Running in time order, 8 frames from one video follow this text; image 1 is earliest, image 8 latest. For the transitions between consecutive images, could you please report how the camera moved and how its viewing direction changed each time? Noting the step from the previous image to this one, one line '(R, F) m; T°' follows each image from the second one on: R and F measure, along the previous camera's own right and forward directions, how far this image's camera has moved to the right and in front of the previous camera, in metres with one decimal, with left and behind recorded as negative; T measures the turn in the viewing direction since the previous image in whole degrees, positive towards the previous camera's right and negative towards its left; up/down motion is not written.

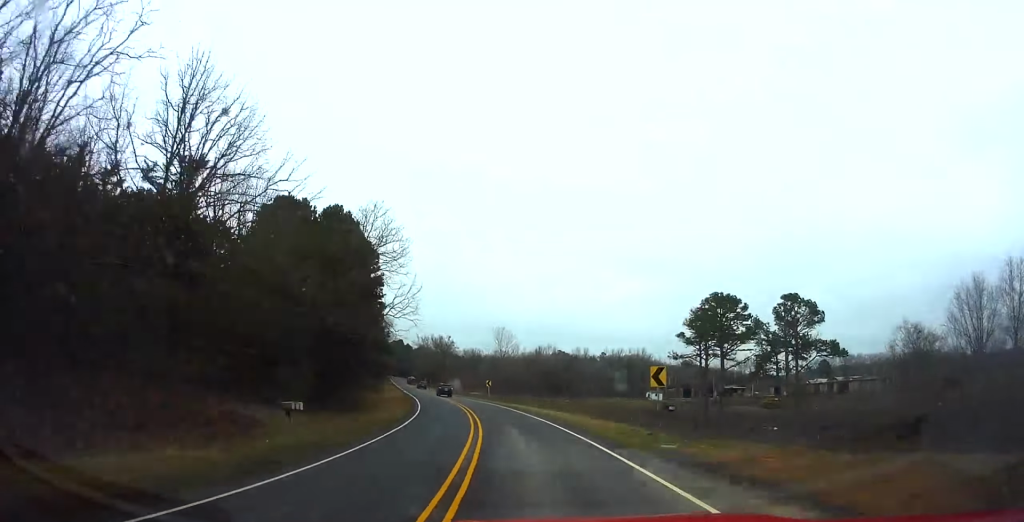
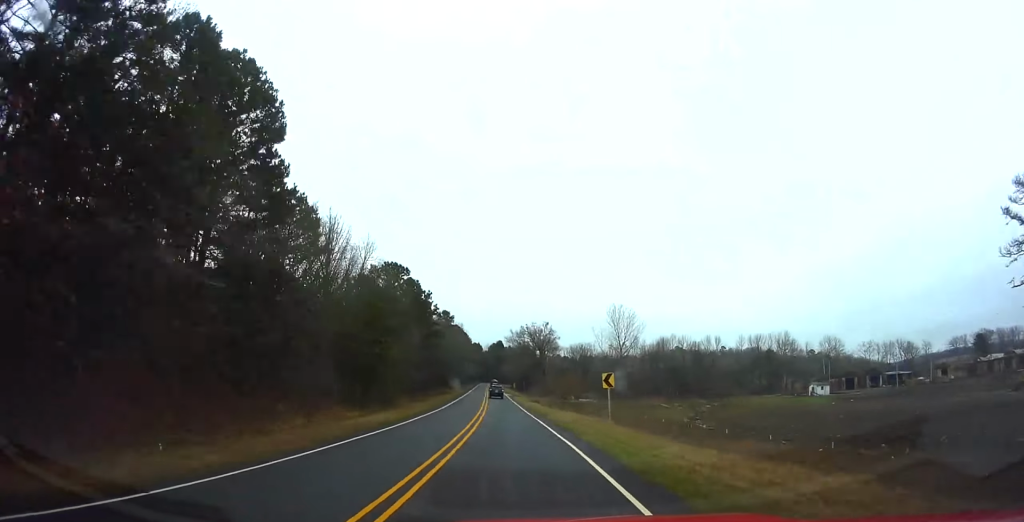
(-1.6, +49.0) m; -8°
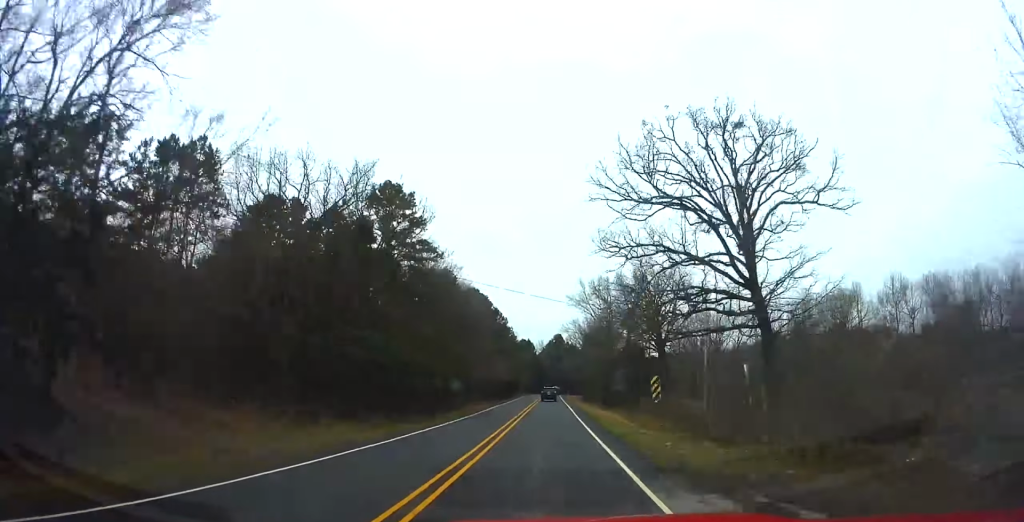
(-13.2, +96.7) m; -9°
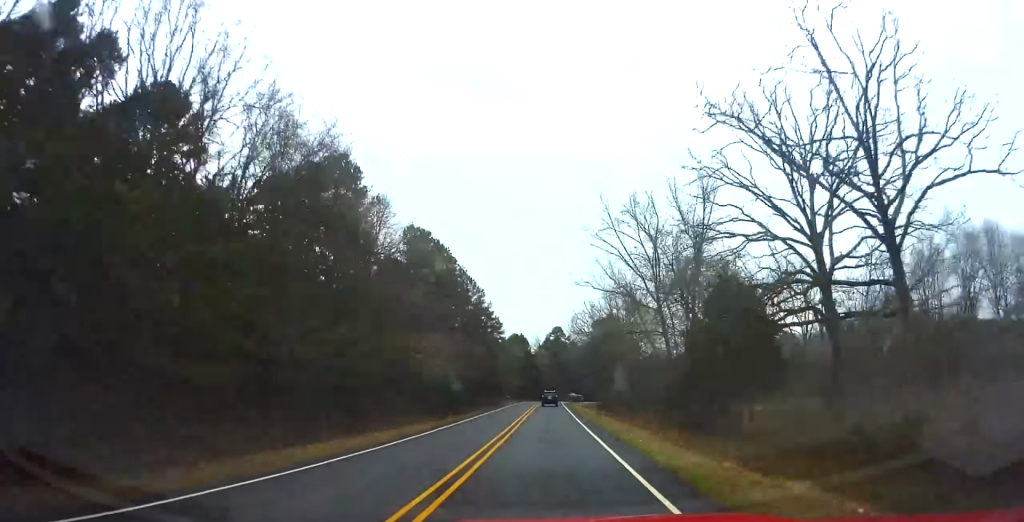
(-0.9, +40.4) m; -1°
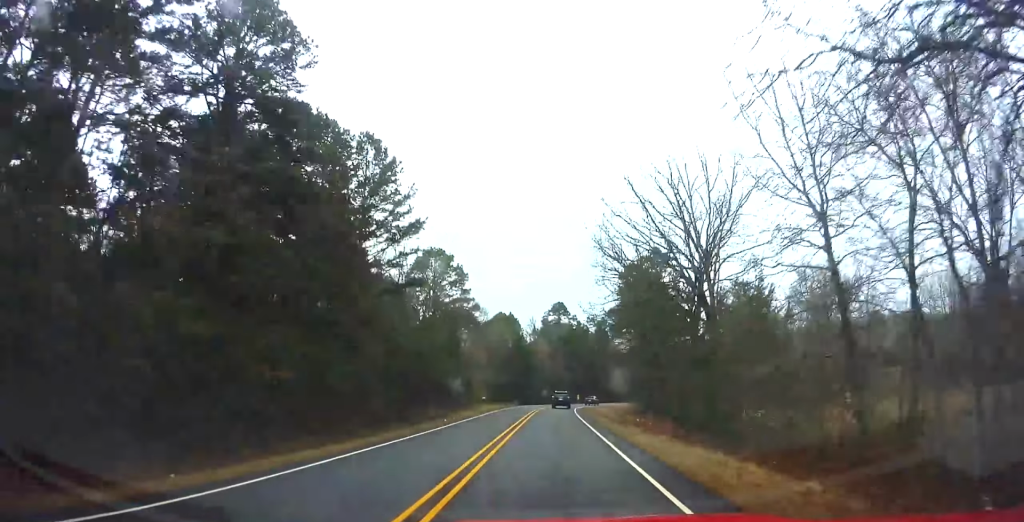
(+0.5, +48.4) m; +1°
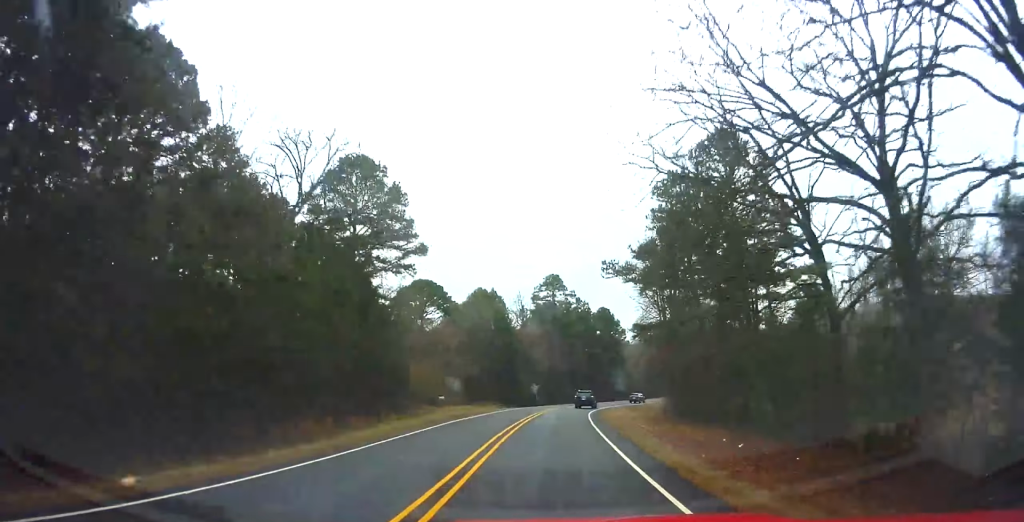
(+0.2, +28.2) m; +2°
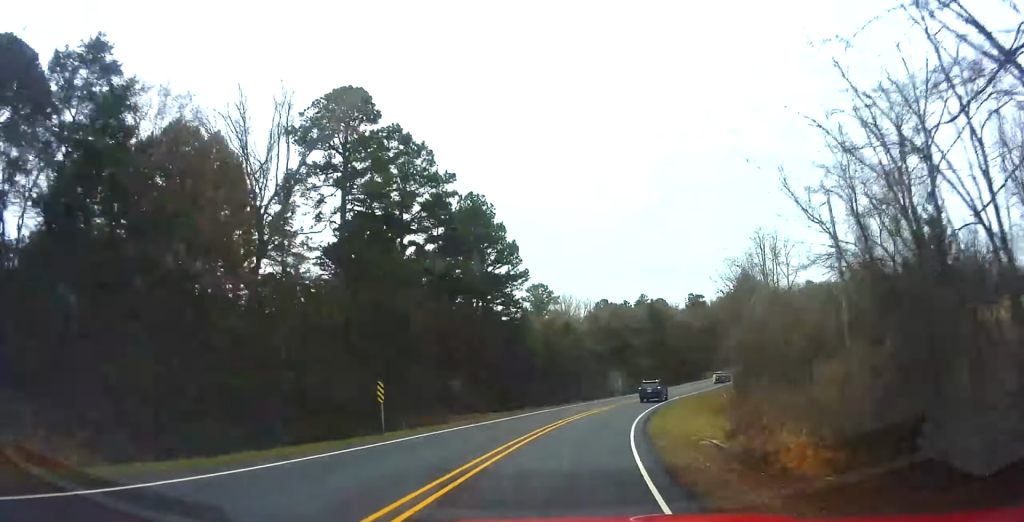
(+4.0, +69.1) m; +12°
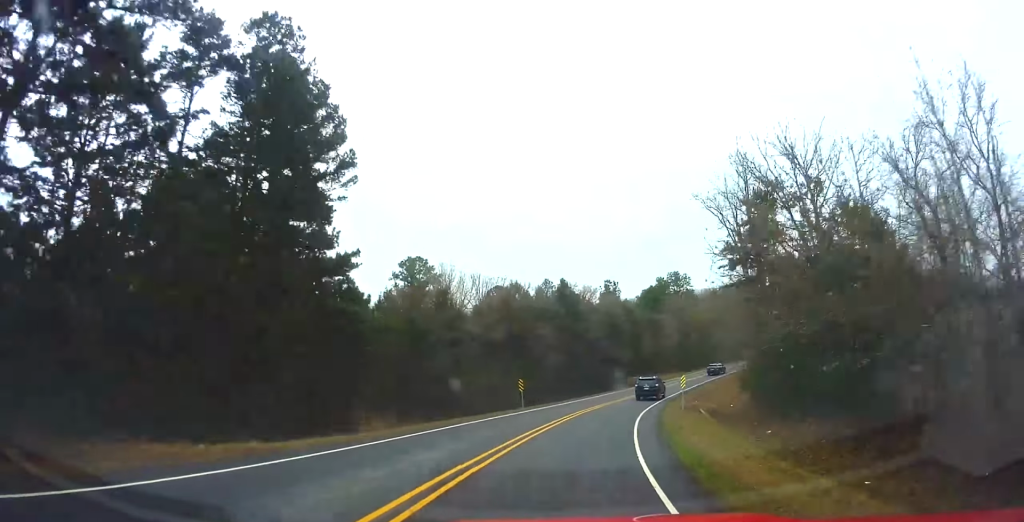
(+0.7, +26.5) m; +8°
